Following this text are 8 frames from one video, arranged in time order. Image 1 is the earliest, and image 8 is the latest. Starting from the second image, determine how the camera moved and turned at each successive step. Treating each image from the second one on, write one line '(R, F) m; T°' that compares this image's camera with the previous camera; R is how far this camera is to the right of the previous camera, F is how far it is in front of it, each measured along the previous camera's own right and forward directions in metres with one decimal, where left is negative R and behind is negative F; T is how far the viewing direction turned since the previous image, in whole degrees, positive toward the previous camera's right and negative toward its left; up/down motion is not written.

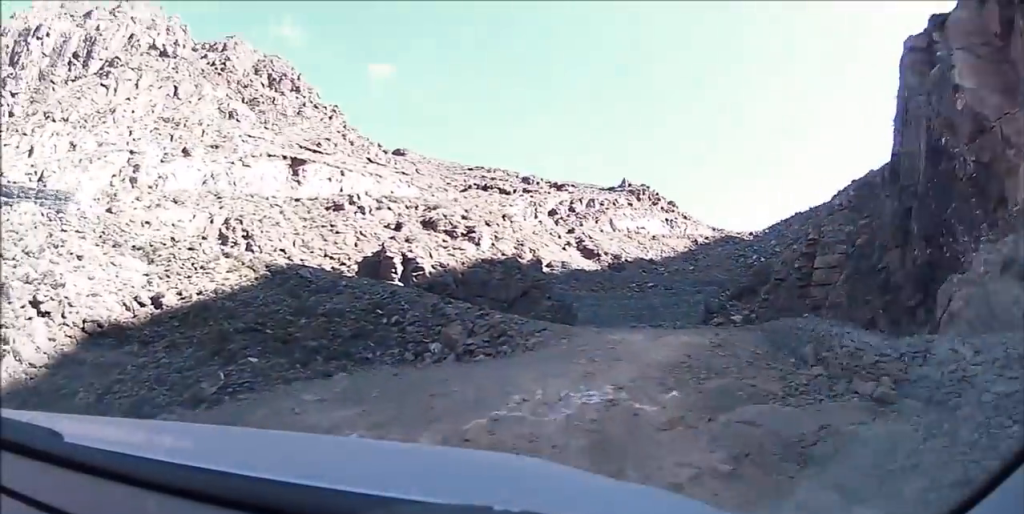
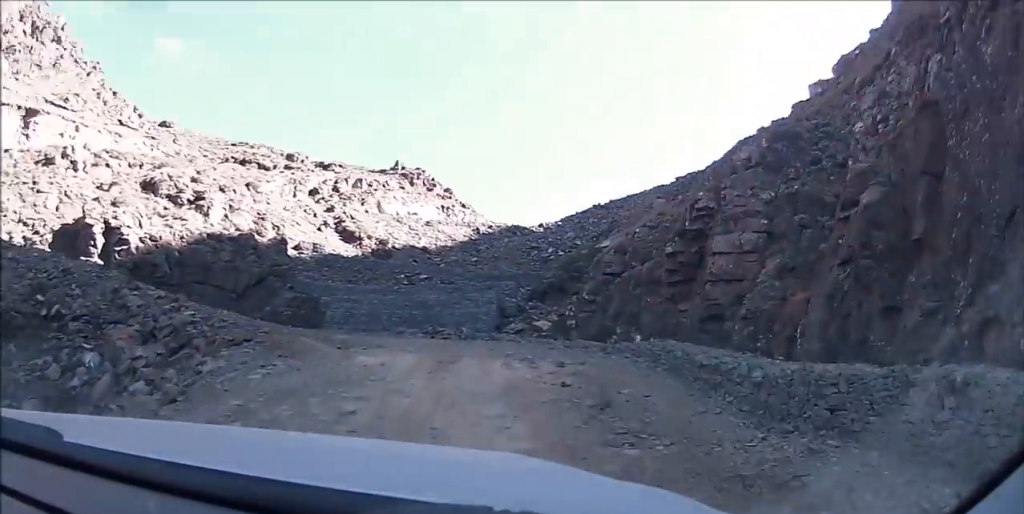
(0.0, +14.3) m; -4°
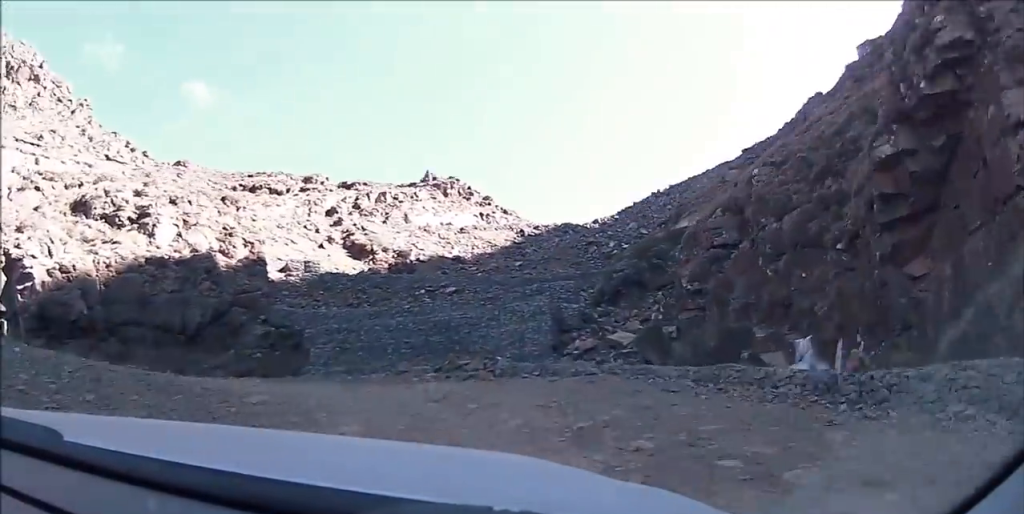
(-0.7, +11.1) m; -28°
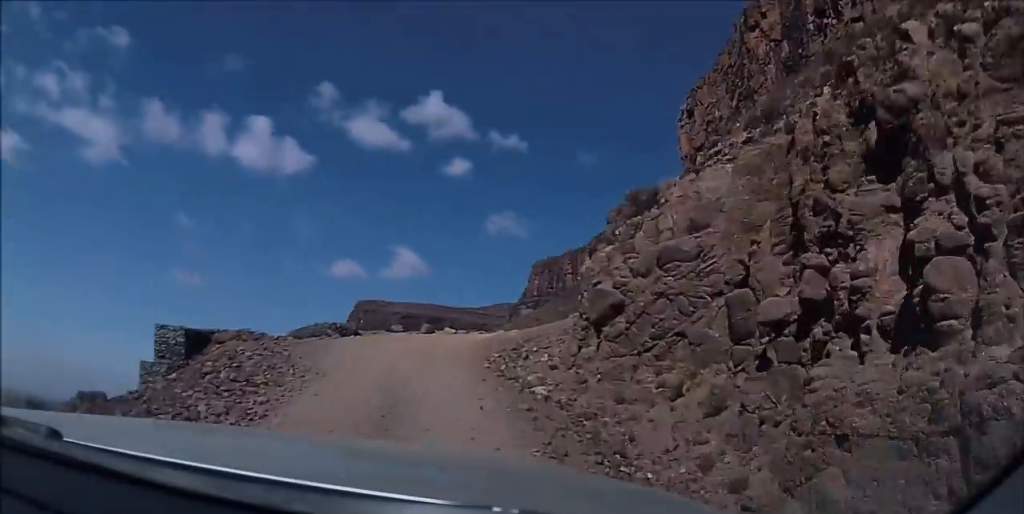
(-27.4, +19.2) m; -61°
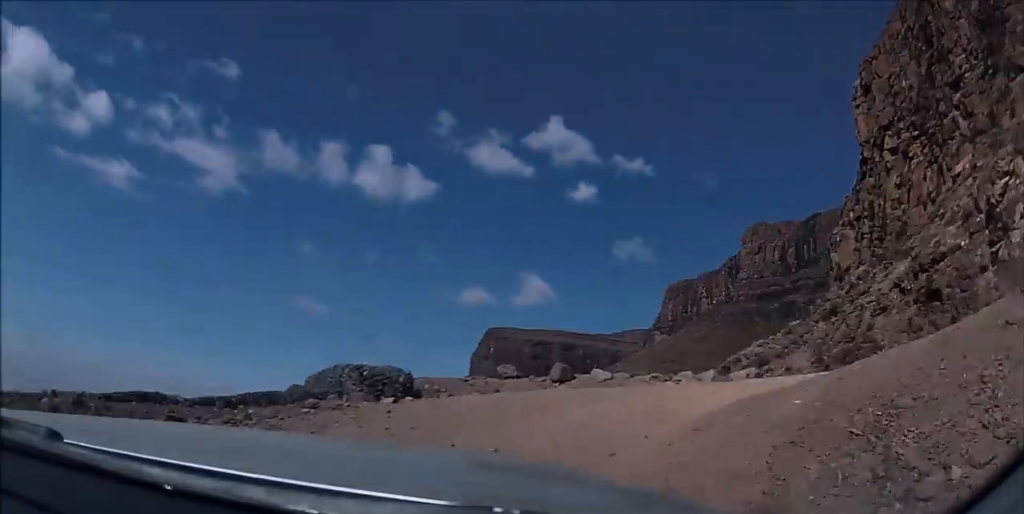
(-1.3, +8.5) m; +23°
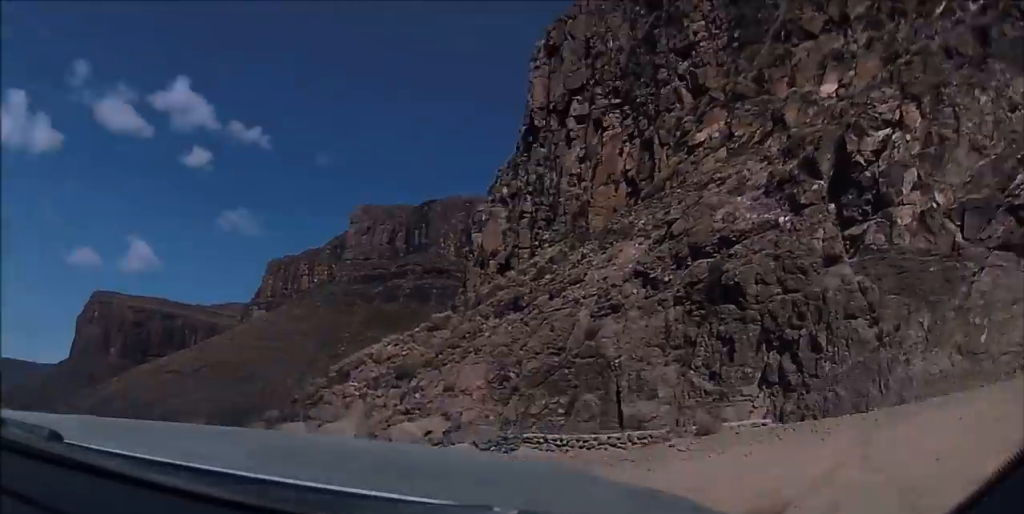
(+3.7, +5.4) m; +53°
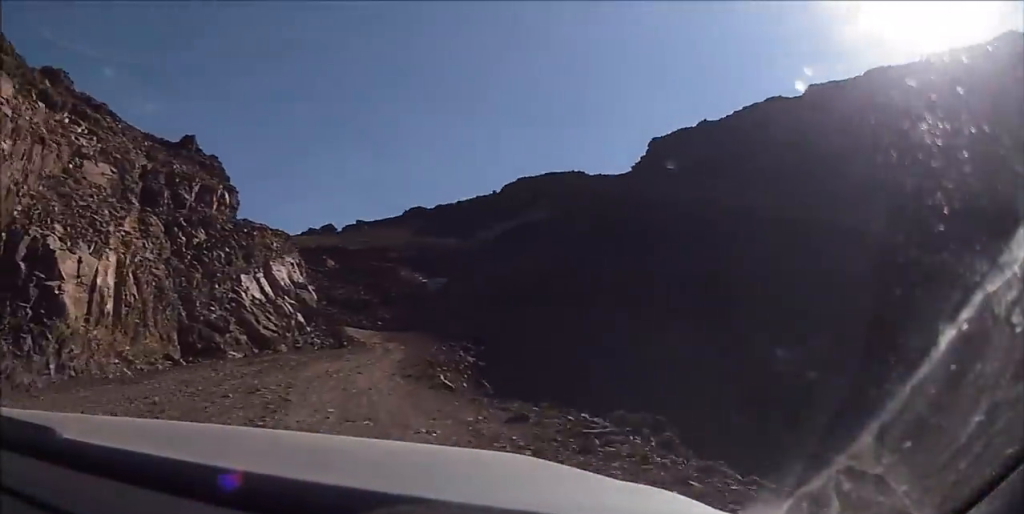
(+26.8, +20.8) m; +56°
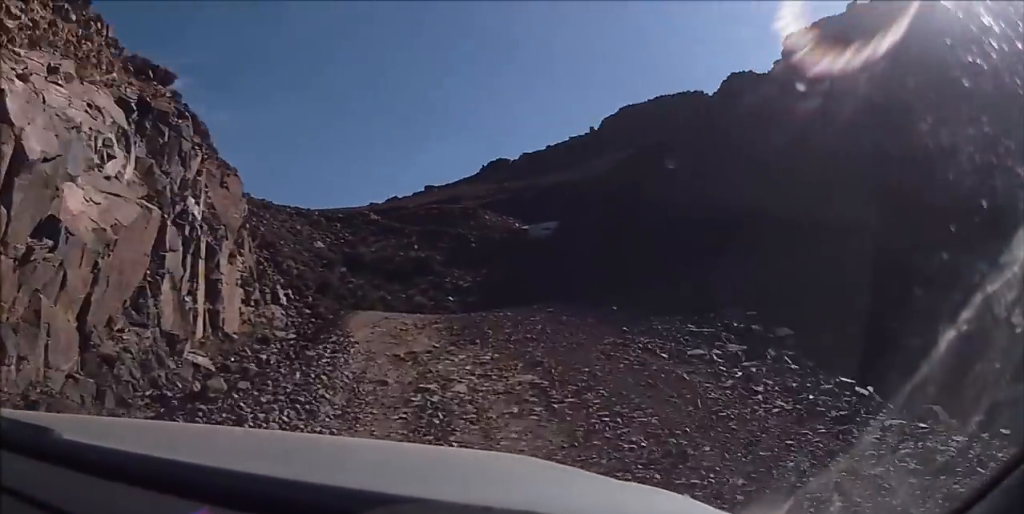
(-1.3, +36.9) m; -3°
